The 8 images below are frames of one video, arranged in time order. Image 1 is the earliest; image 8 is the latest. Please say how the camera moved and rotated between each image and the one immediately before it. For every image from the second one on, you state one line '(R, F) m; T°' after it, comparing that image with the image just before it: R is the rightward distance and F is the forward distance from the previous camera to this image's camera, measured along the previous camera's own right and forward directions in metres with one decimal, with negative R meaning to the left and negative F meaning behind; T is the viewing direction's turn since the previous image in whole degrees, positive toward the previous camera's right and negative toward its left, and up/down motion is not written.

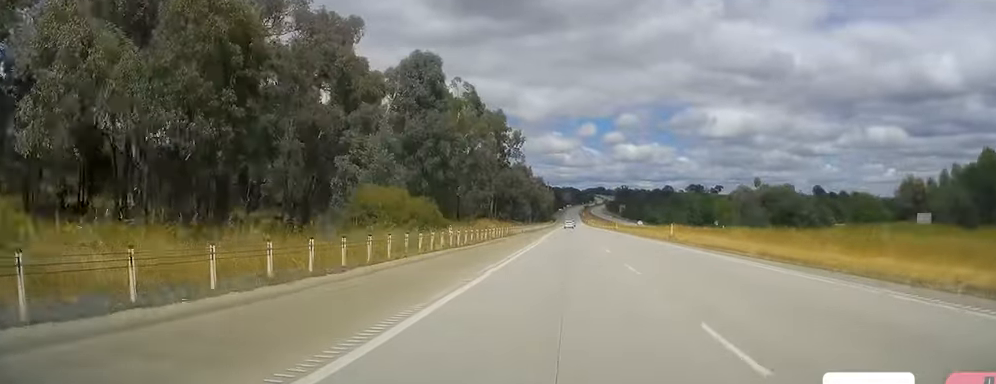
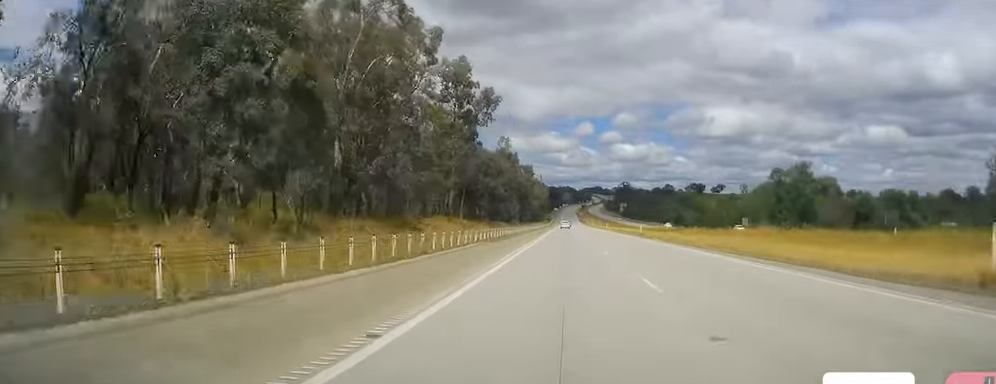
(+0.3, +42.1) m; 0°
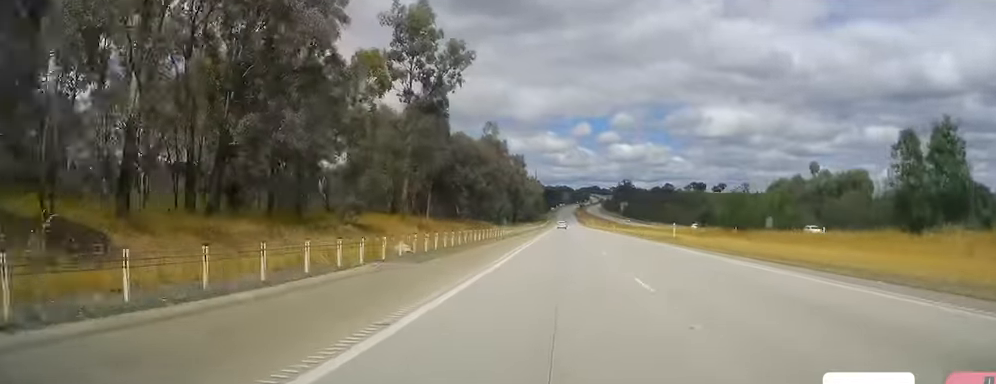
(-0.2, +23.4) m; 0°
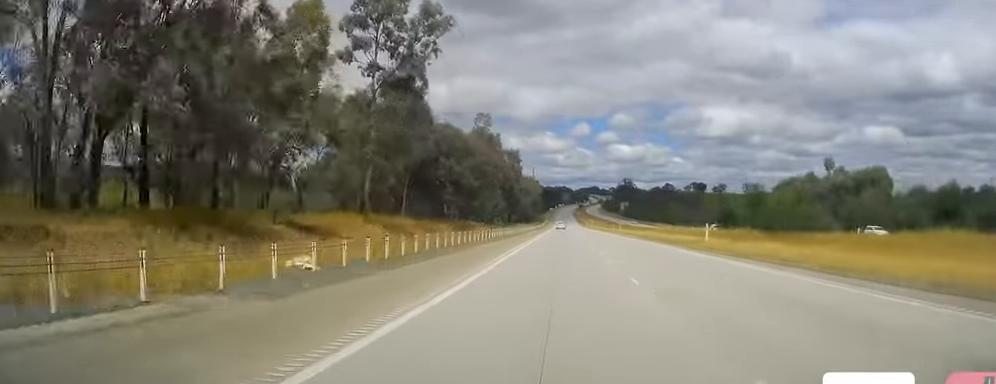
(+0.2, +11.7) m; 0°
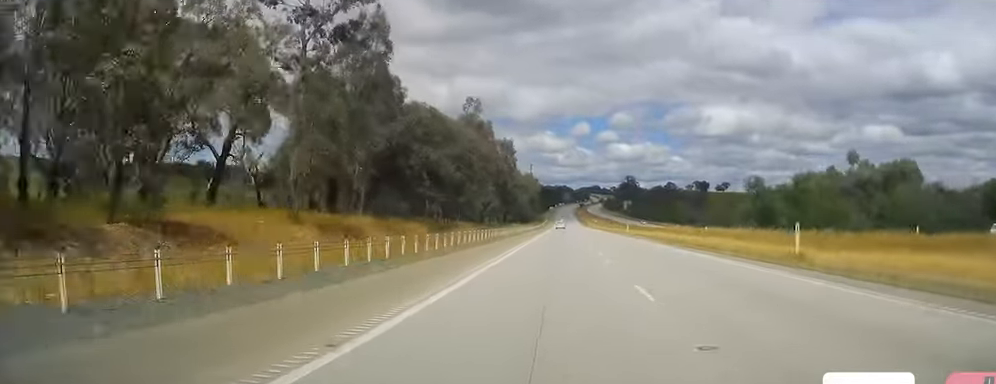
(+0.2, +14.6) m; 0°
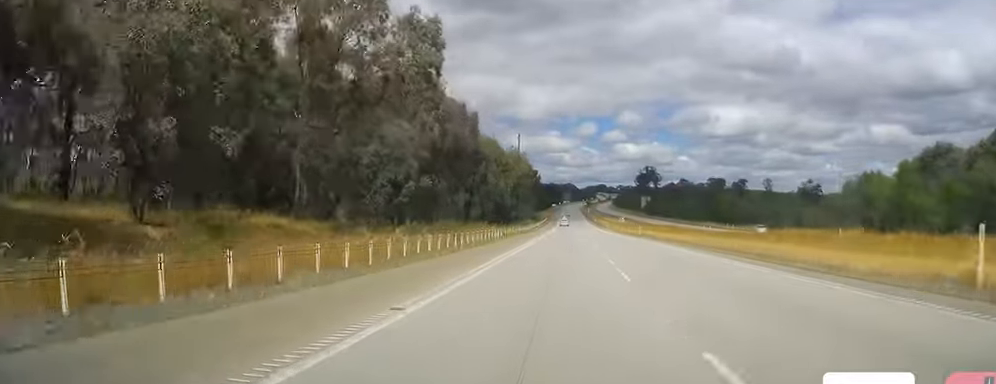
(-1.1, +70.1) m; -1°
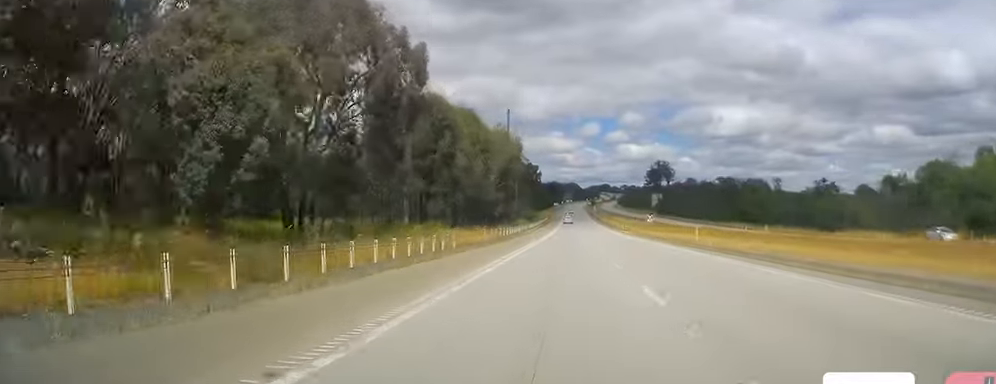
(+0.1, +30.1) m; +1°
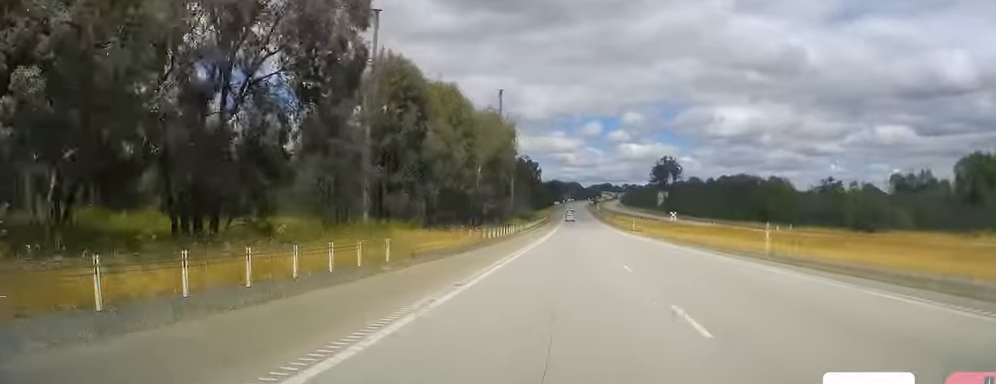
(+0.3, +14.6) m; 0°
